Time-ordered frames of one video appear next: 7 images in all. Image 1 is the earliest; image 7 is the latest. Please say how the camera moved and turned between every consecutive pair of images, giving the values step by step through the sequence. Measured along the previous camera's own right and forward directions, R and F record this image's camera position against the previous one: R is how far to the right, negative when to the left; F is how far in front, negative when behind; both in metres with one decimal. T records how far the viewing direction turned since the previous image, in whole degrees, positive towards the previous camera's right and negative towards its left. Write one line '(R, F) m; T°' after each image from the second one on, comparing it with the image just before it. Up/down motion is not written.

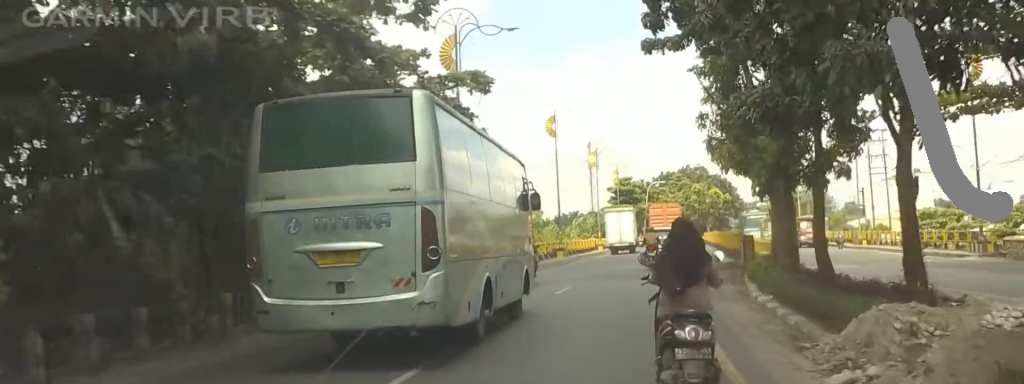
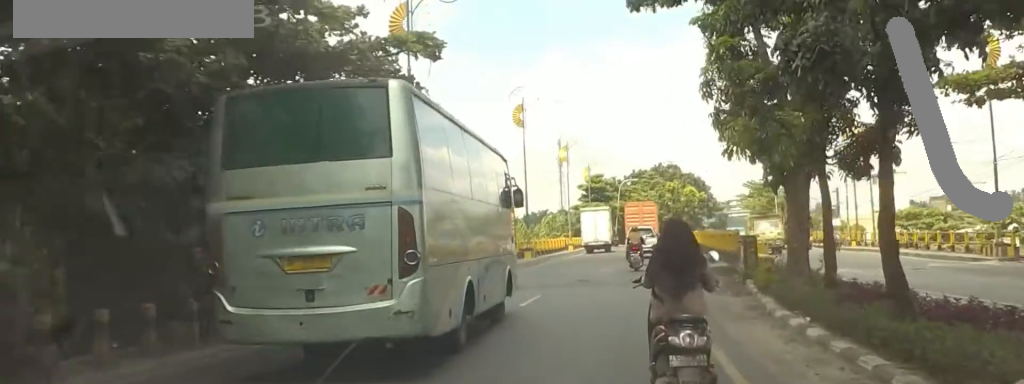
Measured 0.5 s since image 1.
(0.0, +5.2) m; +2°
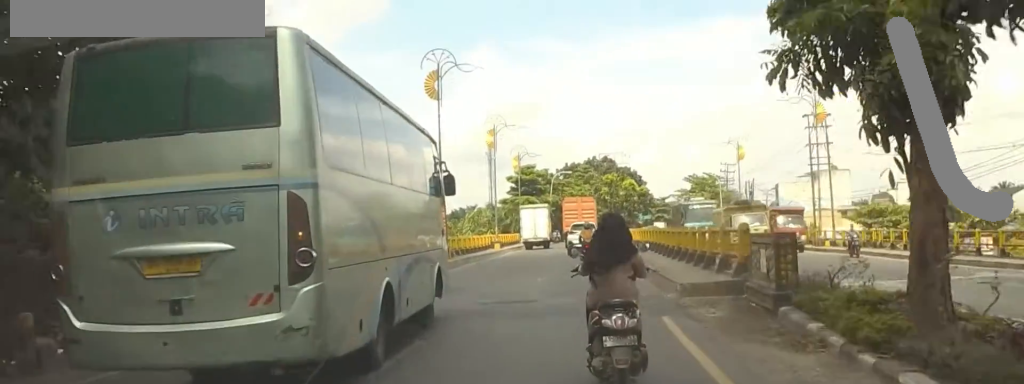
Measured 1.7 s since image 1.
(+0.8, +11.0) m; +8°
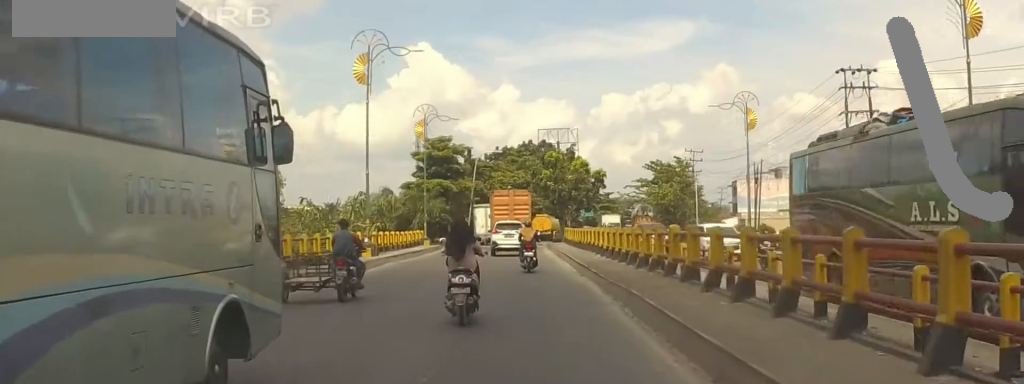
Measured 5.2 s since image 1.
(+3.2, +28.6) m; +6°
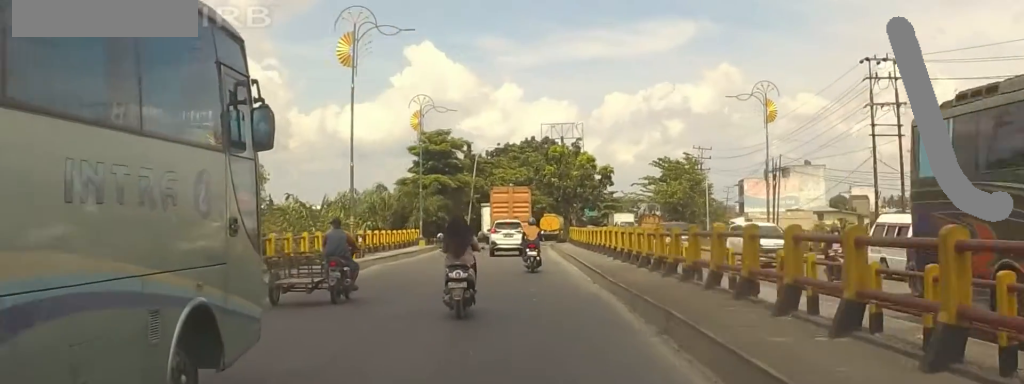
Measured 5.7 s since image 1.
(-0.3, +3.8) m; -3°
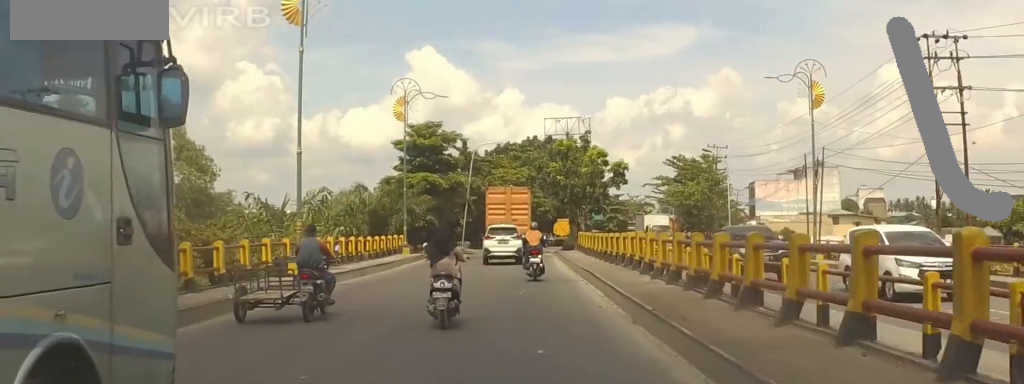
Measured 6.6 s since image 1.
(-0.7, +7.4) m; -3°
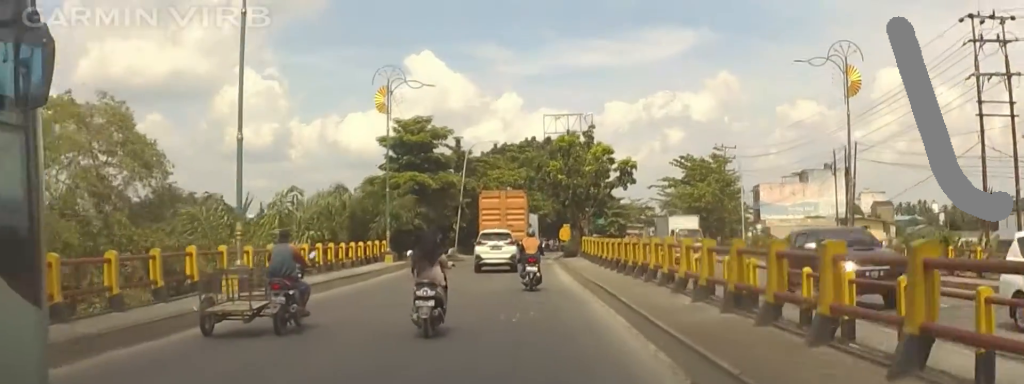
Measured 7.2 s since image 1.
(-0.2, +4.6) m; +4°
